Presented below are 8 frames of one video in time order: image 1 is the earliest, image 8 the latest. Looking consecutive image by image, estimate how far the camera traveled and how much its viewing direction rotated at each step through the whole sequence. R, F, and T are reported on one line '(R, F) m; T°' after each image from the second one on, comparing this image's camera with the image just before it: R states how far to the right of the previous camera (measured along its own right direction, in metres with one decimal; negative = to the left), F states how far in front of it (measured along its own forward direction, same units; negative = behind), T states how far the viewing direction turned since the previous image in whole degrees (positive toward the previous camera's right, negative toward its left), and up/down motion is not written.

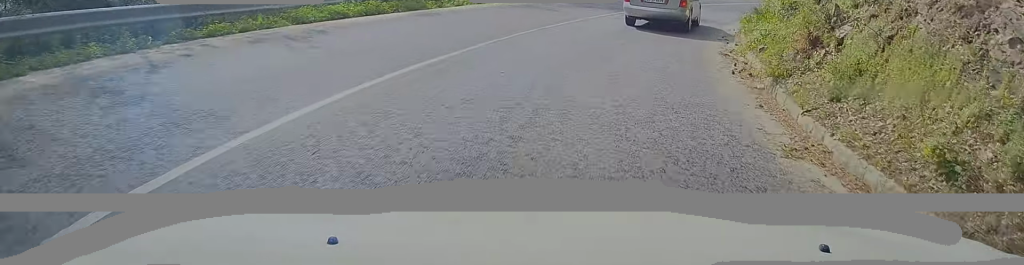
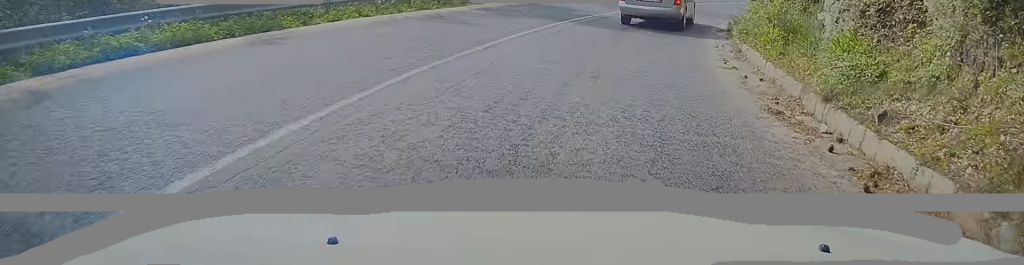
(+0.6, +6.1) m; +8°
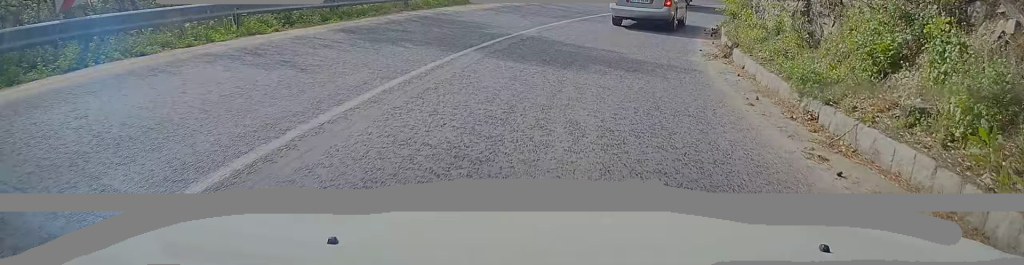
(+0.5, +6.8) m; +8°
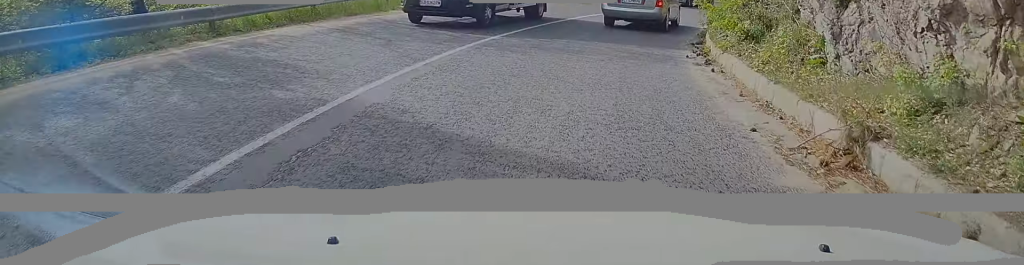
(+0.4, +7.7) m; +8°
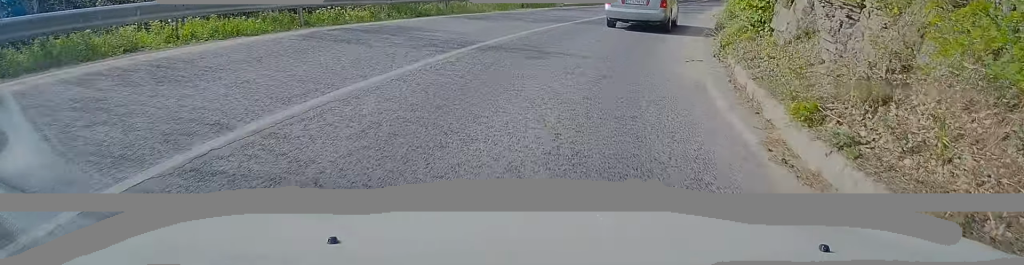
(+7.4, +26.6) m; +32°
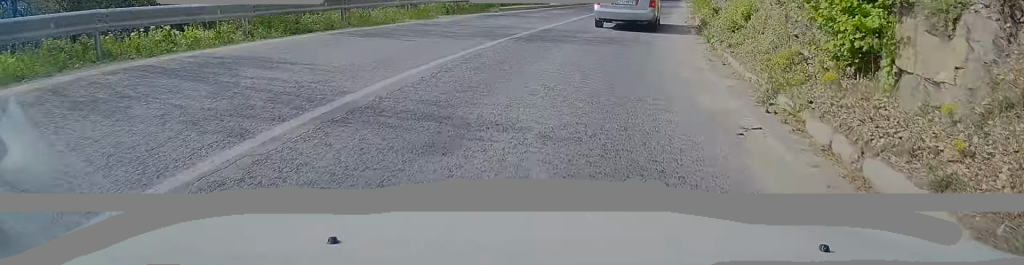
(+0.1, +5.0) m; +7°
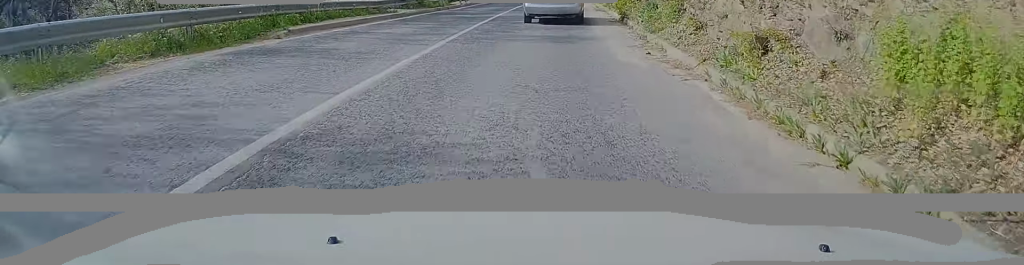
(+1.1, +11.8) m; +9°
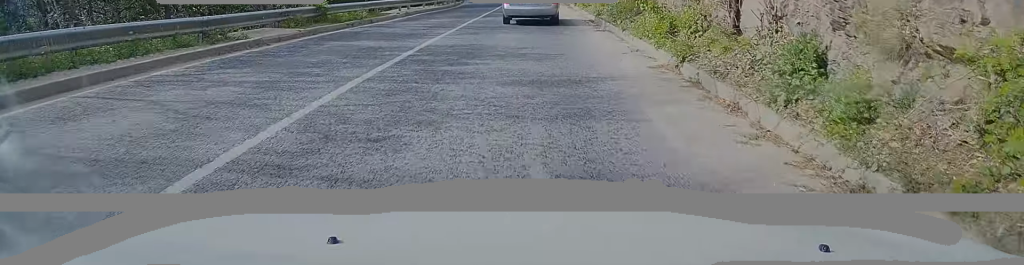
(+0.6, +11.1) m; +4°
